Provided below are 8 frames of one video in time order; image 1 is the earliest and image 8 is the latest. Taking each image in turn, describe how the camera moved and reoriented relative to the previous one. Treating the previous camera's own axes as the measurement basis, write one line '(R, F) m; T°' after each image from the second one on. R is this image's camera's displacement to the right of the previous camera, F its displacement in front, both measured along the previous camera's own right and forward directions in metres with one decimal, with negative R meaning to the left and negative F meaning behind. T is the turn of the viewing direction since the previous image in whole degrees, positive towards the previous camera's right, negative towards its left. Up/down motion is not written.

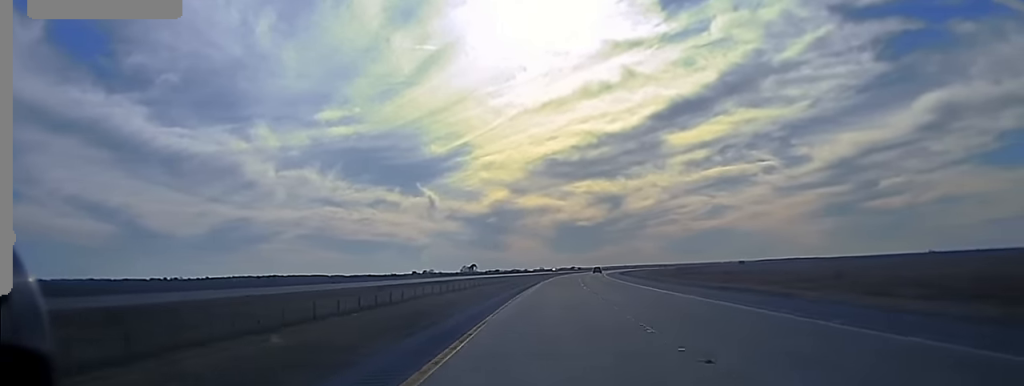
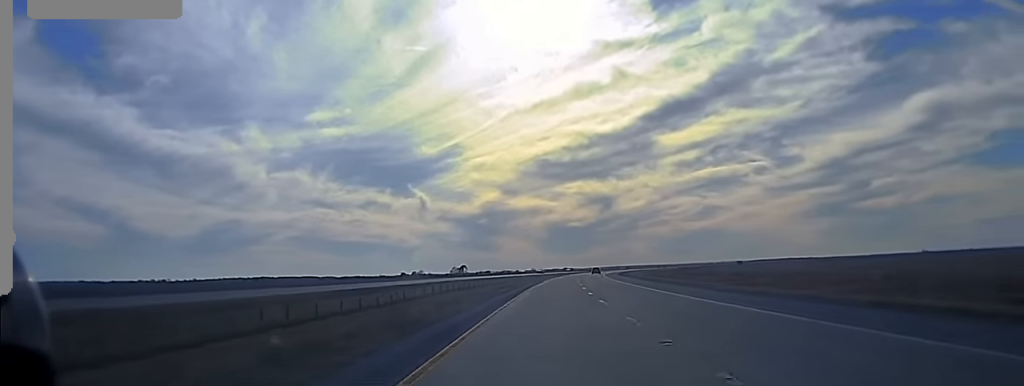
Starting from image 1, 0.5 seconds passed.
(+0.4, +20.4) m; 0°
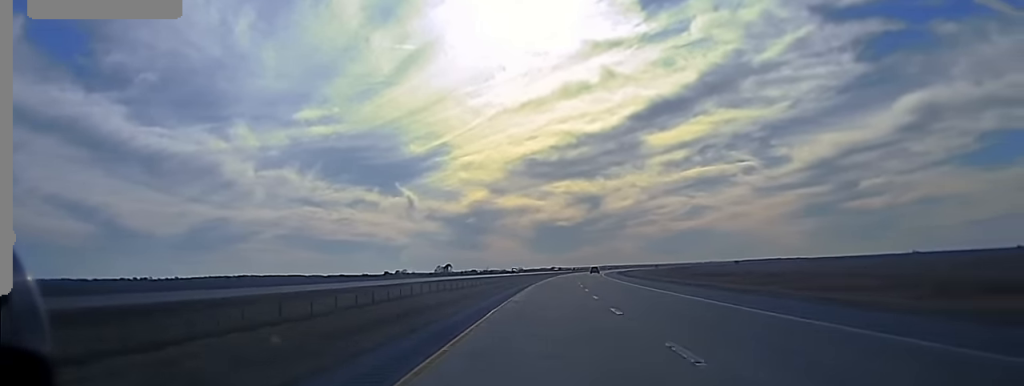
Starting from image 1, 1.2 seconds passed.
(+0.3, +32.0) m; +1°
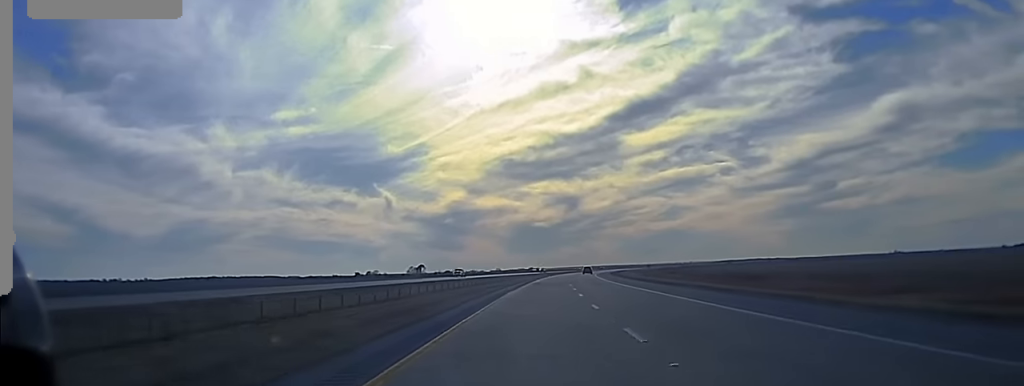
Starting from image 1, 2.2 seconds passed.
(+0.1, +45.3) m; +1°
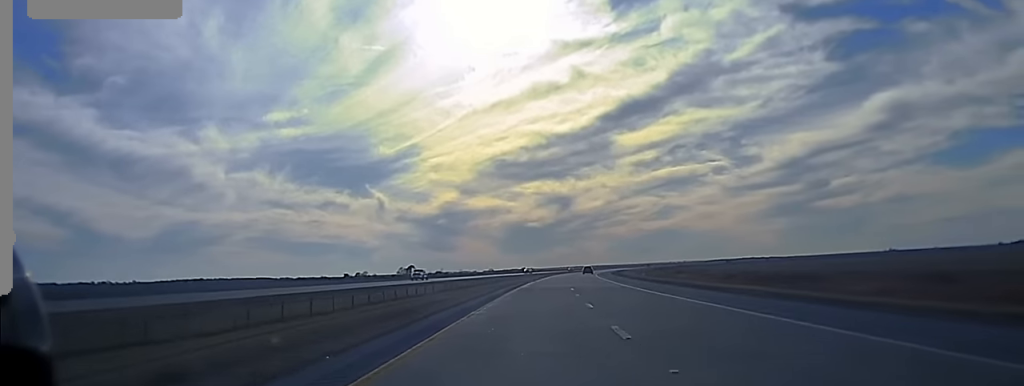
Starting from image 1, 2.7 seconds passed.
(0.0, +22.0) m; +1°
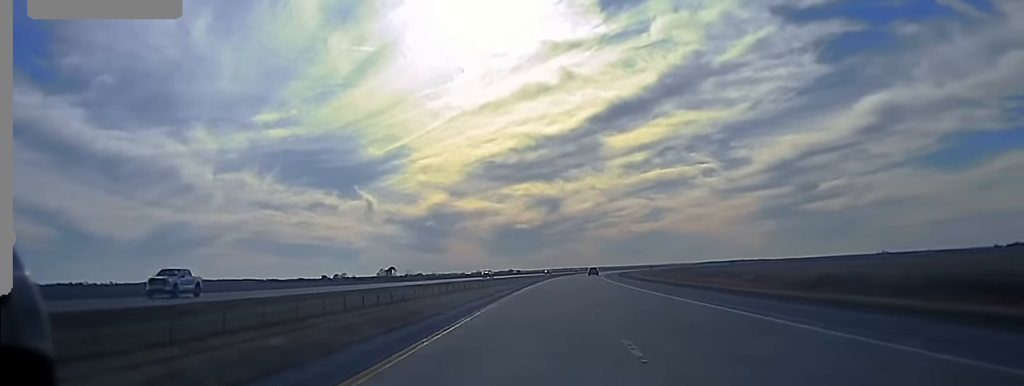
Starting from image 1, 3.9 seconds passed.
(+1.1, +52.9) m; +1°
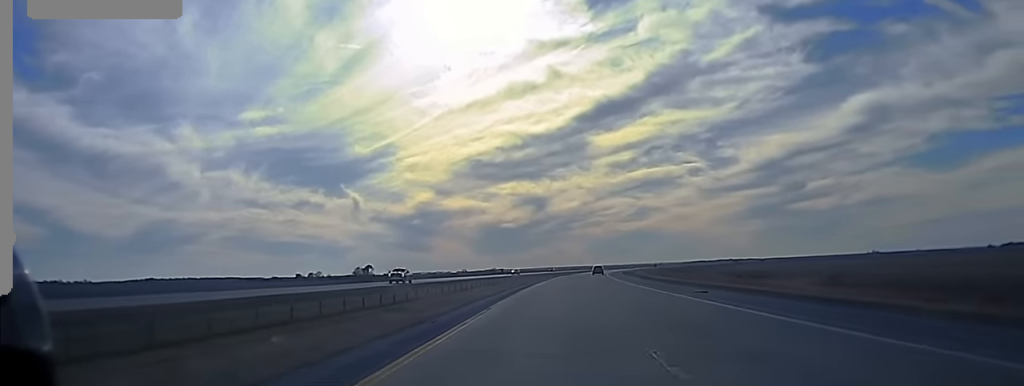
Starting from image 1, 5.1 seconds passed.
(-0.3, +50.6) m; +1°
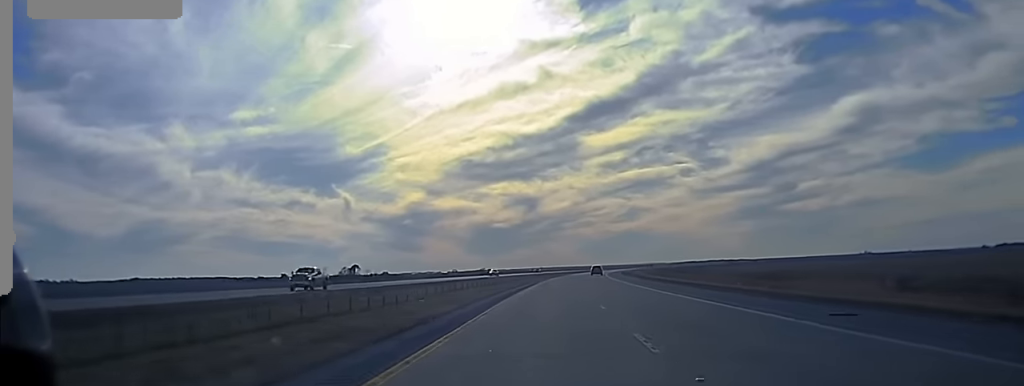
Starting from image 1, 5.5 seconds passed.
(+0.3, +21.1) m; +1°
